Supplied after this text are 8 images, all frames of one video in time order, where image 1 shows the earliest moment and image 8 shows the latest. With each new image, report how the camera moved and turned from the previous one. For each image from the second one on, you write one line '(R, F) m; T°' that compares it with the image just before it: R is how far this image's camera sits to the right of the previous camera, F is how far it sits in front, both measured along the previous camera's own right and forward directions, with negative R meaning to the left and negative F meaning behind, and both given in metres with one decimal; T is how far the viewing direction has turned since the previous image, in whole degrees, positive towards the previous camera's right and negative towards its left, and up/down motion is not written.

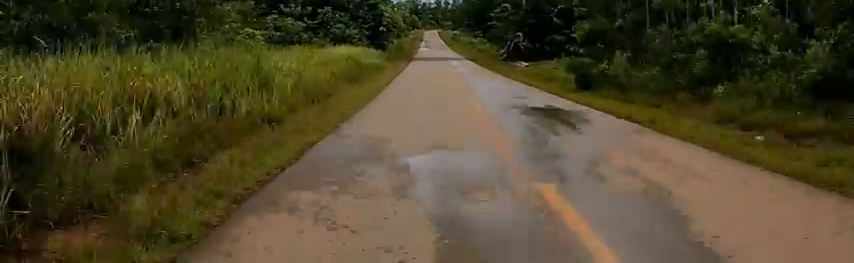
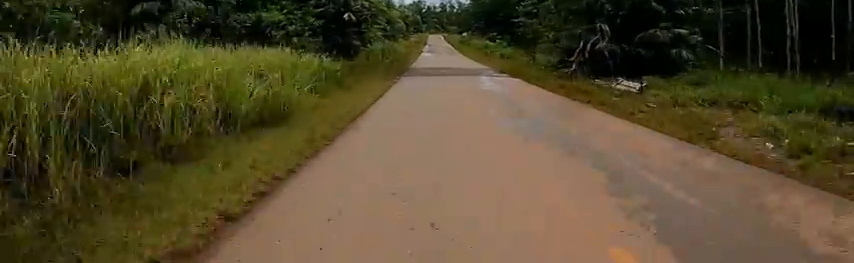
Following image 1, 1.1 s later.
(+0.3, +17.4) m; 0°
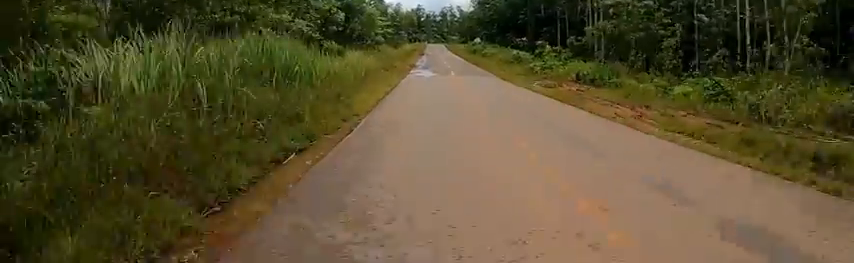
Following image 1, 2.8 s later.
(-0.3, +26.1) m; -1°
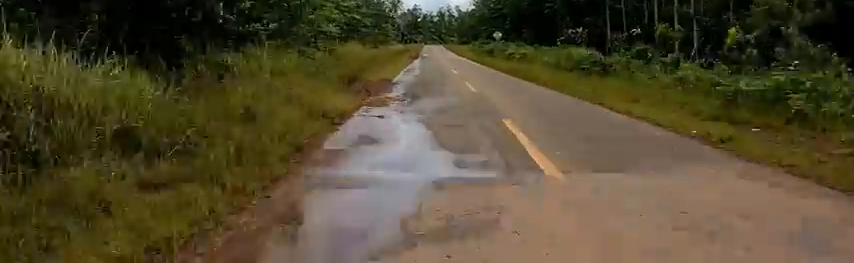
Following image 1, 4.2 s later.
(0.0, +21.5) m; +1°
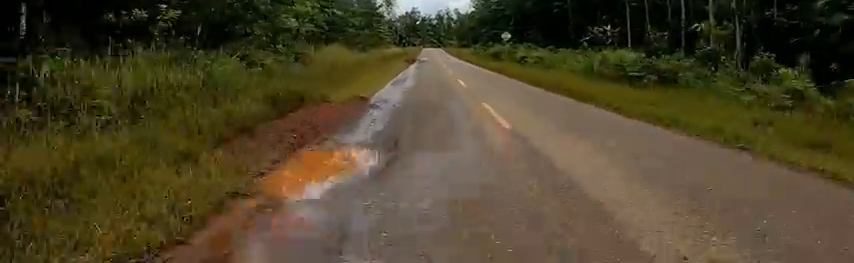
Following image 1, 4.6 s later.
(-0.1, +6.1) m; 0°
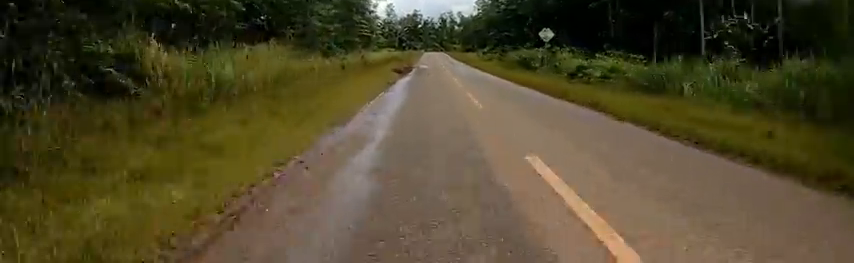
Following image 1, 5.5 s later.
(+0.2, +12.7) m; +2°
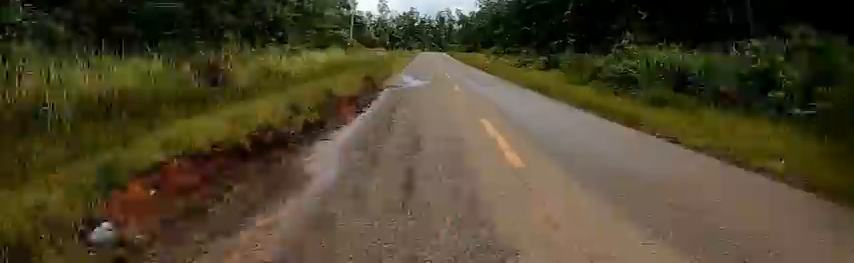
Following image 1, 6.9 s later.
(+0.6, +20.8) m; +1°
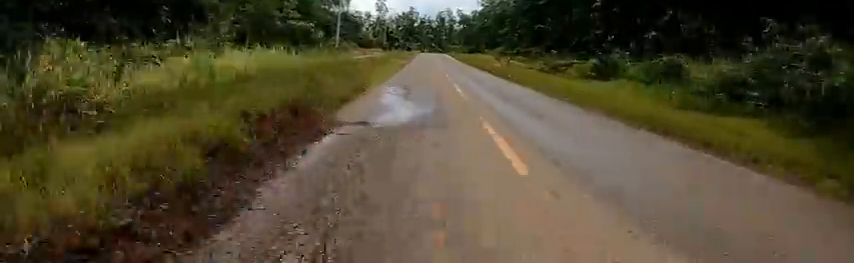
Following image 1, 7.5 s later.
(+0.1, +8.7) m; -2°
